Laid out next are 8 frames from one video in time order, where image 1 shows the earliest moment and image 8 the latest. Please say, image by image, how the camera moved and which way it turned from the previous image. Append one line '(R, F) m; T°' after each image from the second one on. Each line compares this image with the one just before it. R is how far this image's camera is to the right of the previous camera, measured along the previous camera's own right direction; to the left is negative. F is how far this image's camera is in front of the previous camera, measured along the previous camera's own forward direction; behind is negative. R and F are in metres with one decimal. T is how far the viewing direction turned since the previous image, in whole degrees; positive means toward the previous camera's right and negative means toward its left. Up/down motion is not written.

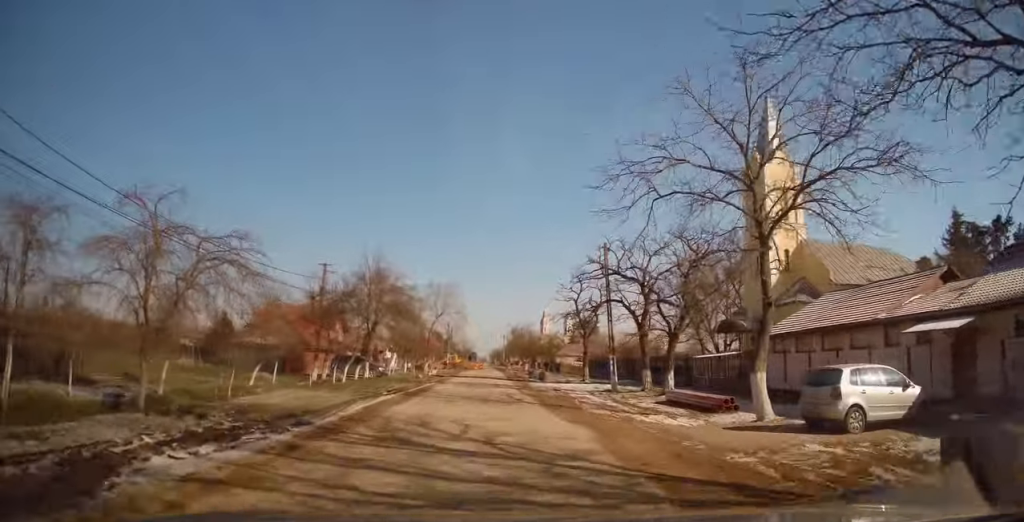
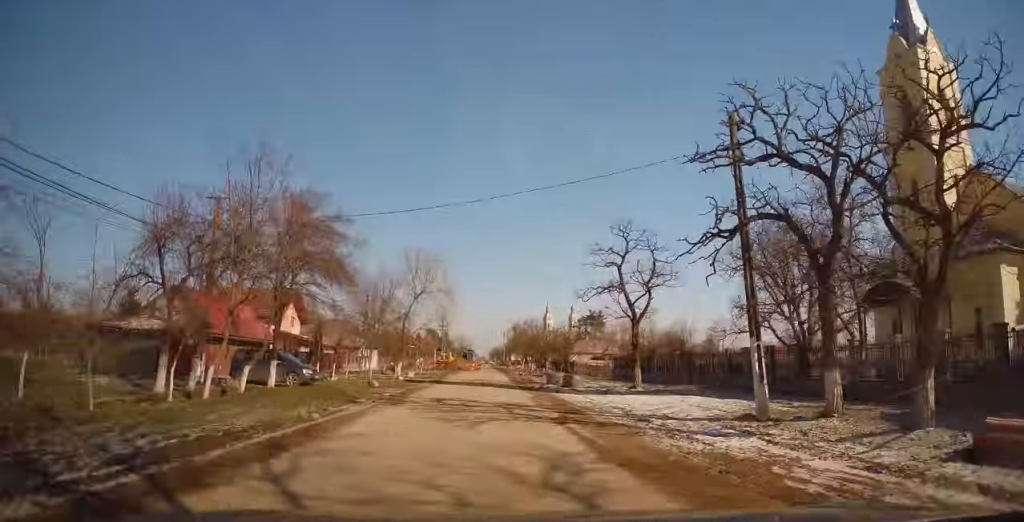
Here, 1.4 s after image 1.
(-0.3, +16.5) m; -1°
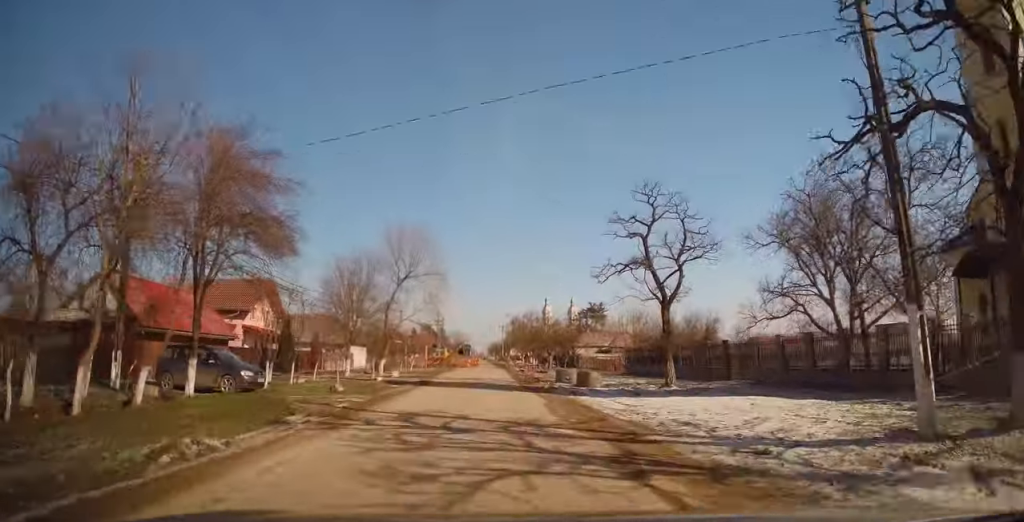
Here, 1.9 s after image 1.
(0.0, +5.8) m; 0°
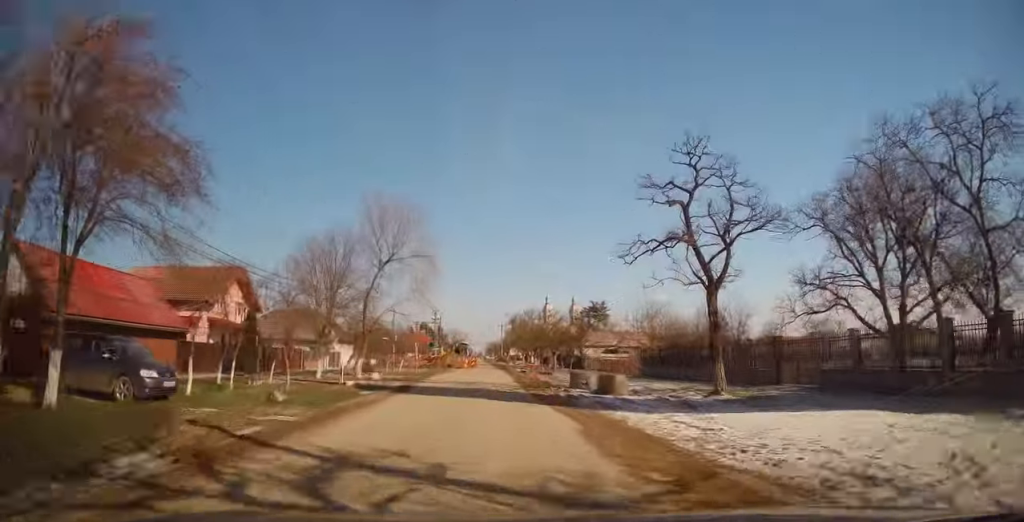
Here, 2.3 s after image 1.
(0.0, +5.6) m; +1°
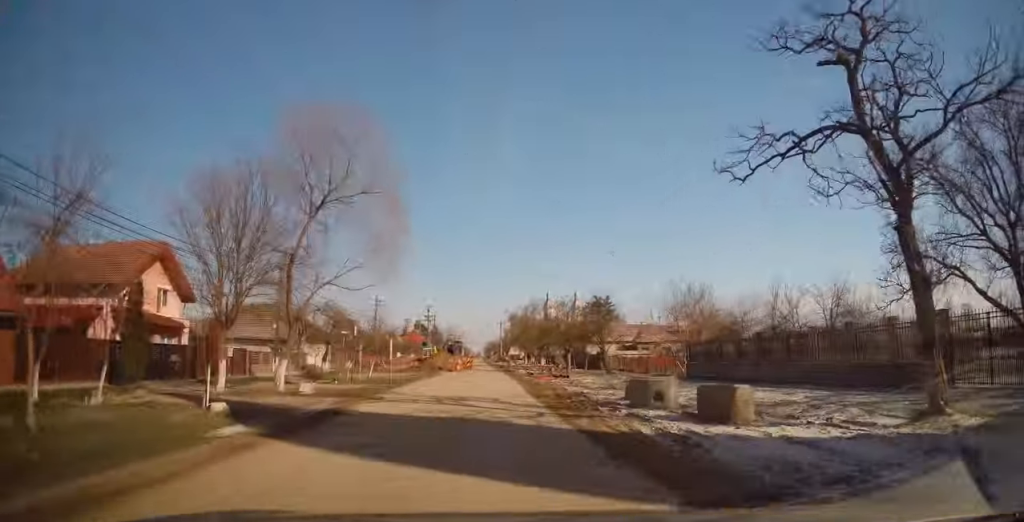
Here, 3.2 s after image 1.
(+0.1, +11.0) m; +1°
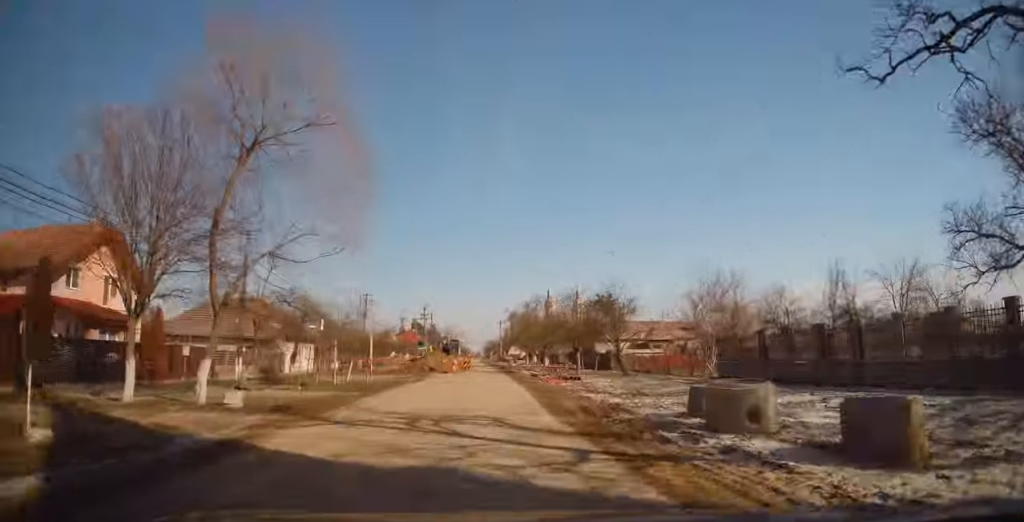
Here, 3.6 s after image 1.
(0.0, +5.4) m; 0°
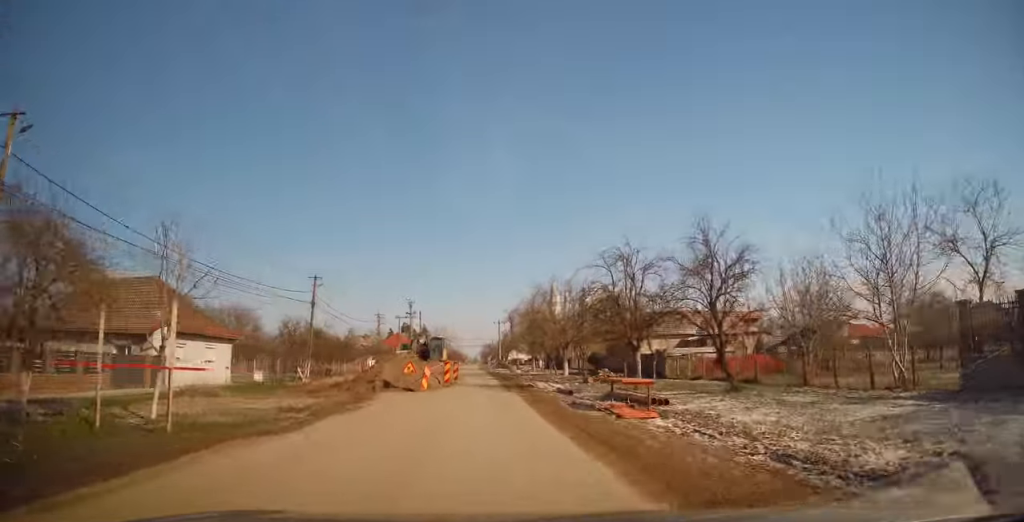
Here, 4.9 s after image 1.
(0.0, +17.7) m; 0°
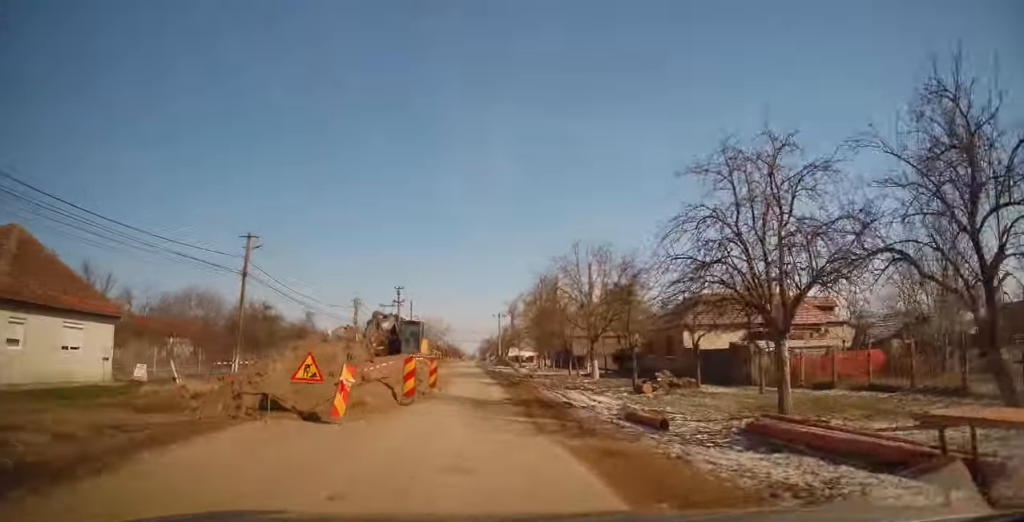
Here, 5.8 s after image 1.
(0.0, +12.9) m; 0°
